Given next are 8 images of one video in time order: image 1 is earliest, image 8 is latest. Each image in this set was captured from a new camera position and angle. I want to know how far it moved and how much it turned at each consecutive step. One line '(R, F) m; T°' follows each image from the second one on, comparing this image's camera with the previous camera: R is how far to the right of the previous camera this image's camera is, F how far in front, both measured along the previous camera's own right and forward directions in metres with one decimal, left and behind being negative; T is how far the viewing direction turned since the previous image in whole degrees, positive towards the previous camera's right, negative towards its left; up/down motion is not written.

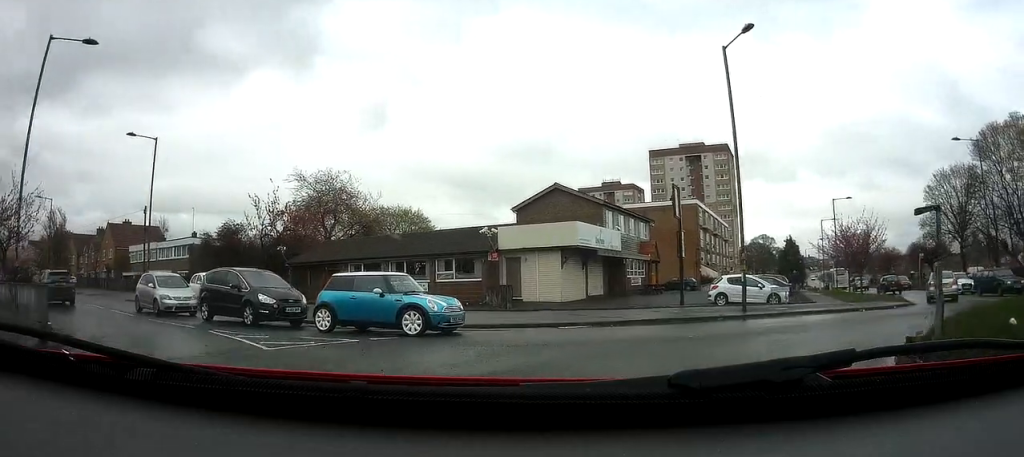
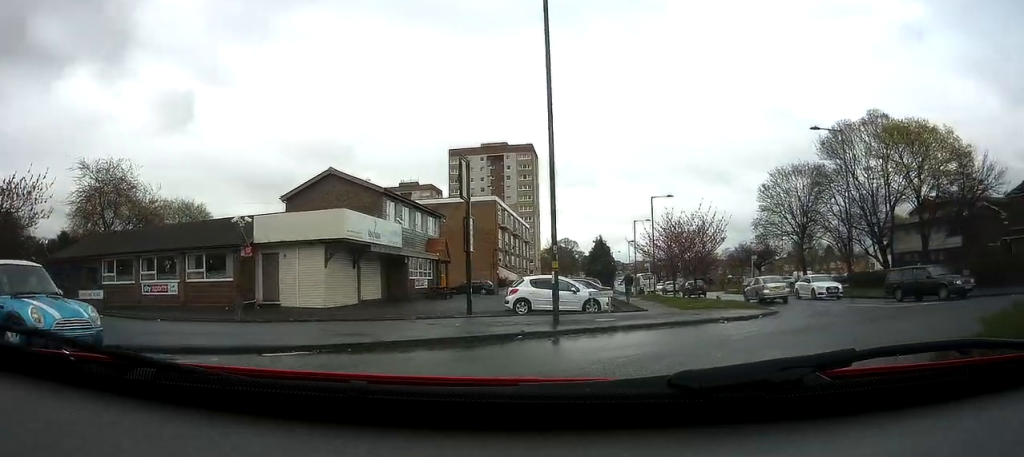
(+0.7, +5.3) m; +17°
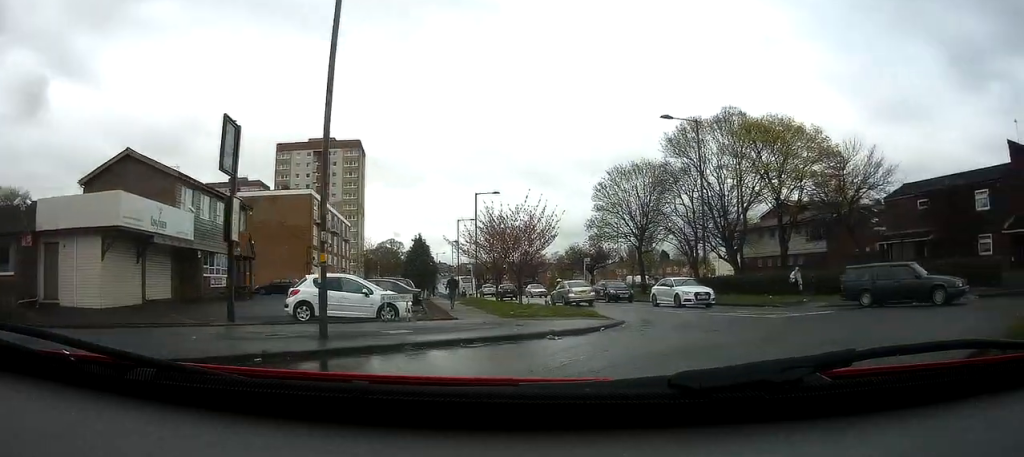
(+0.3, +3.5) m; +13°
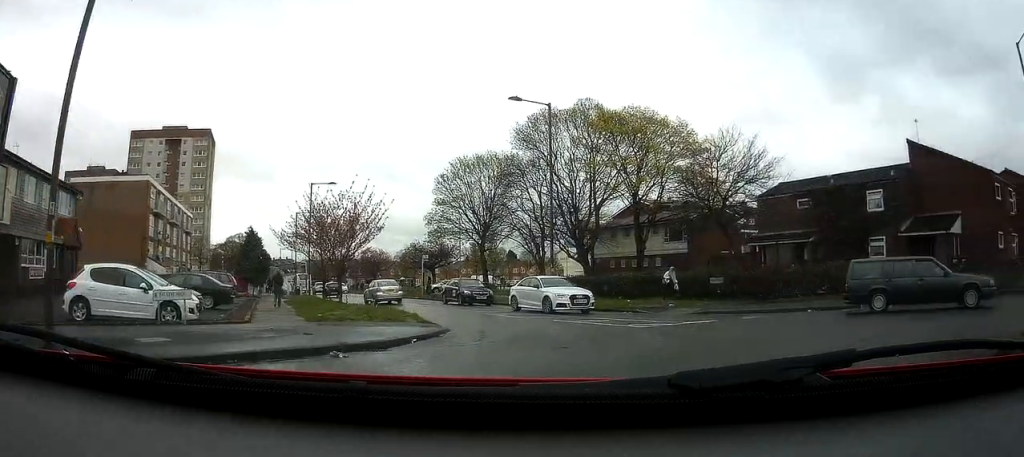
(+0.4, +3.0) m; +9°
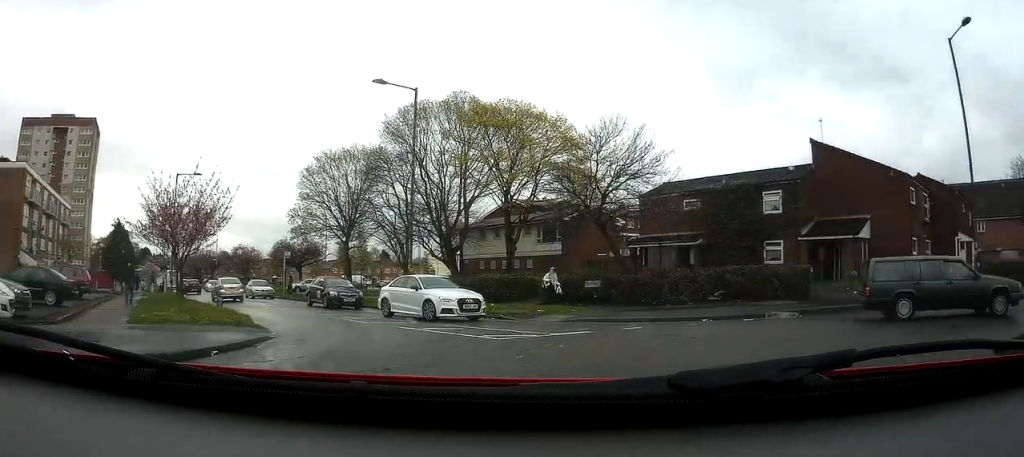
(+0.1, +2.3) m; +12°
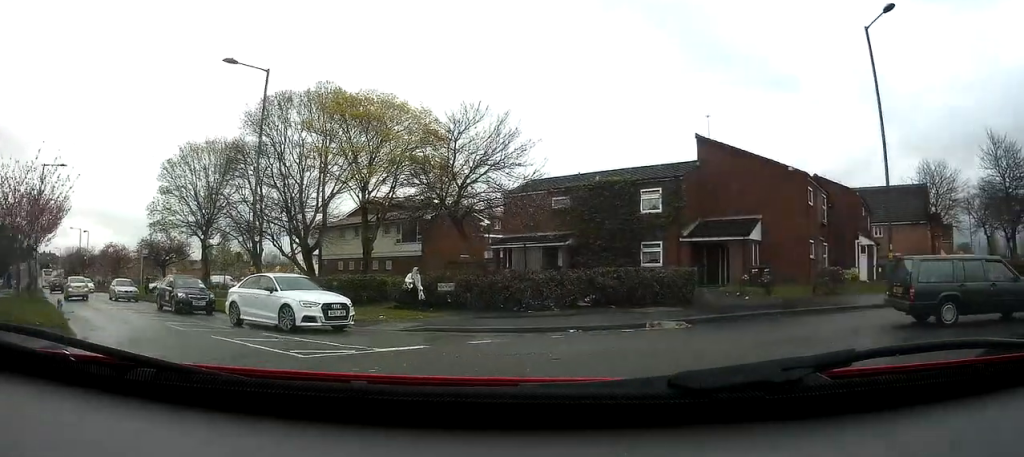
(-0.3, +2.2) m; +13°
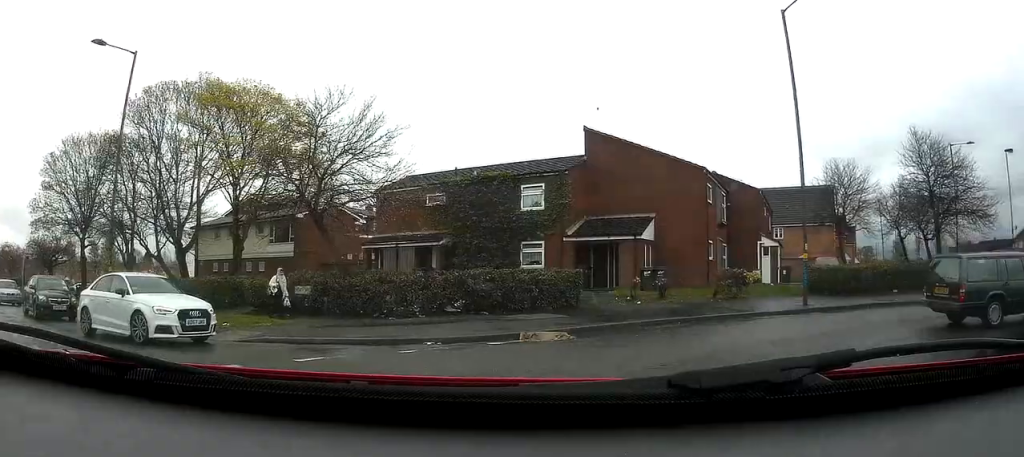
(+0.5, +1.8) m; +14°
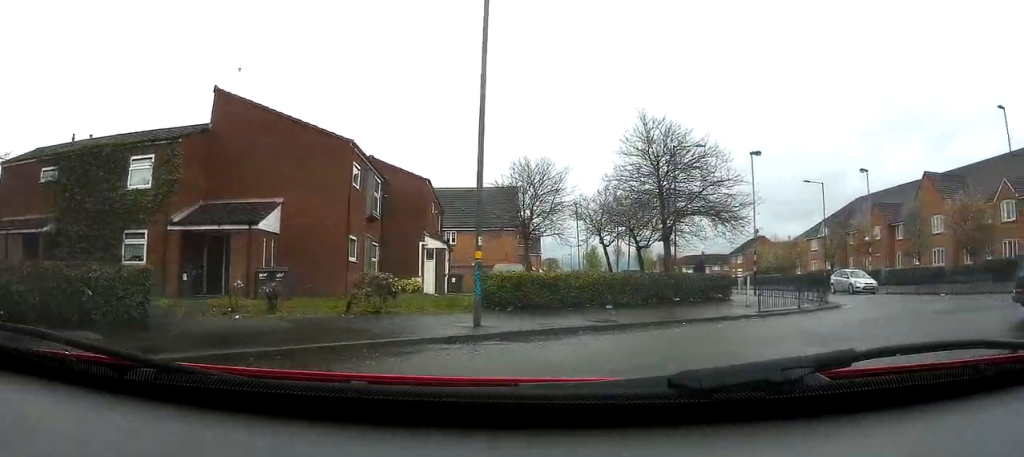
(+2.2, +5.4) m; +36°
